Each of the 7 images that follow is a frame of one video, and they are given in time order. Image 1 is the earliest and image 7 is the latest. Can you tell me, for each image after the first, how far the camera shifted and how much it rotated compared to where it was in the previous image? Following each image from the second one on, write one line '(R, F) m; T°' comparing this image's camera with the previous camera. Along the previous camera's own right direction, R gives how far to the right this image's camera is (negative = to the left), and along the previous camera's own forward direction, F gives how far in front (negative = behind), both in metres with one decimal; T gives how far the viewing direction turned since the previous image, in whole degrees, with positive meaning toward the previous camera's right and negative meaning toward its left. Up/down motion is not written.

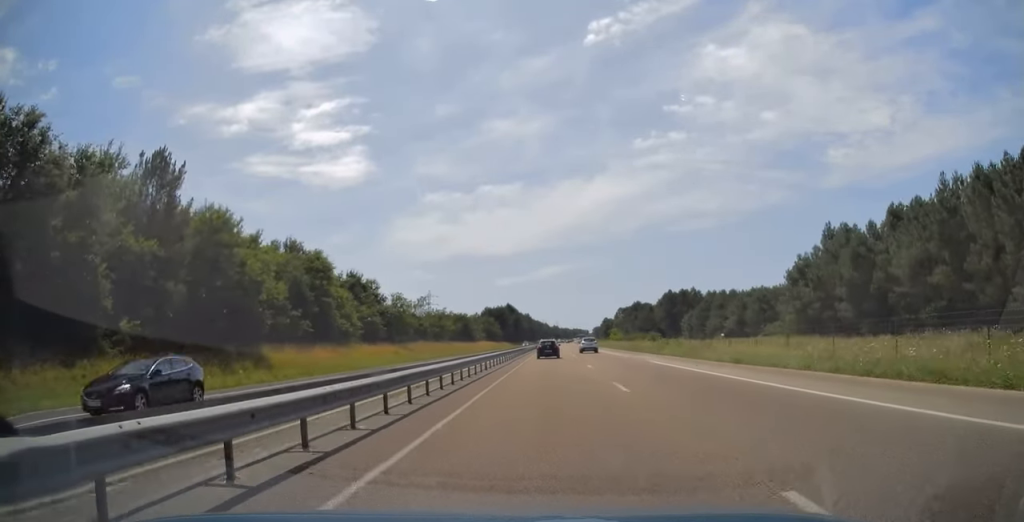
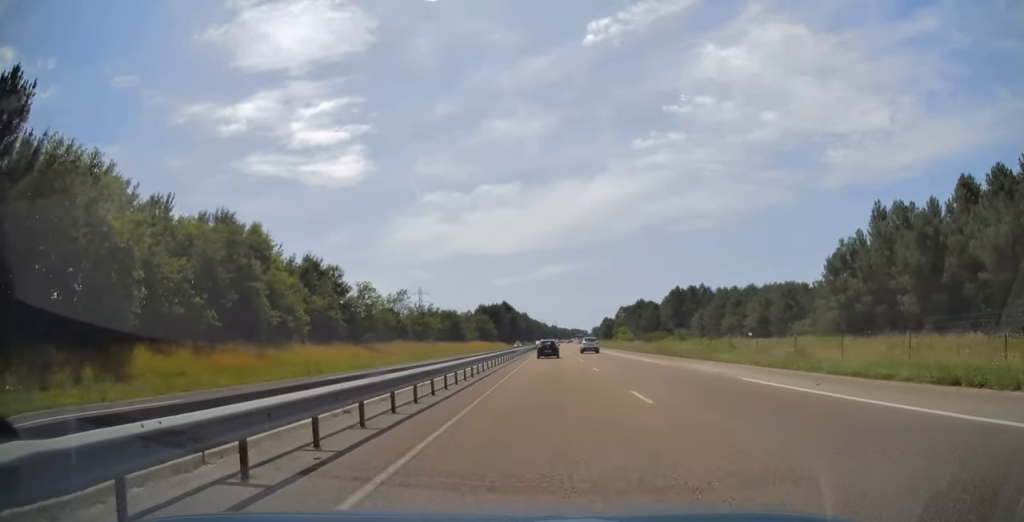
(-0.1, +15.8) m; 0°
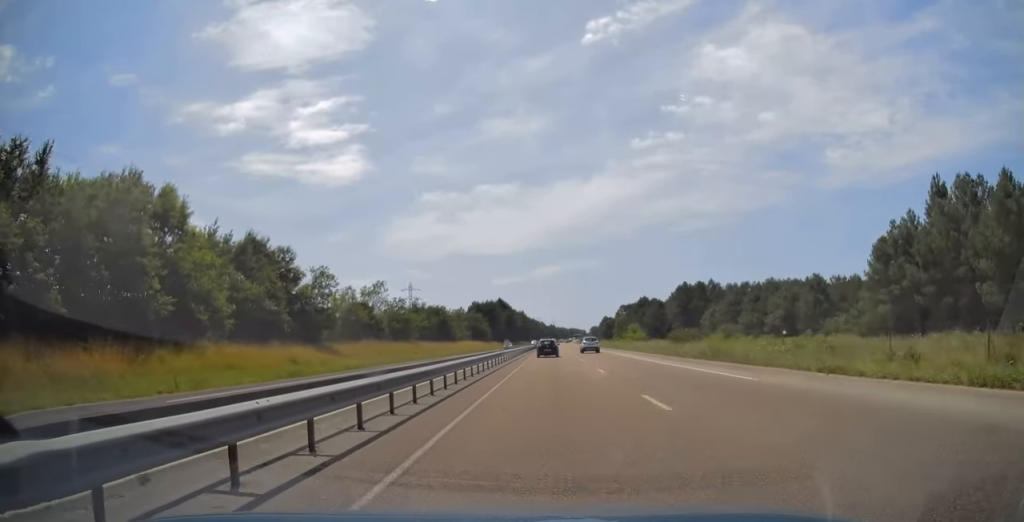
(-0.2, +14.2) m; 0°
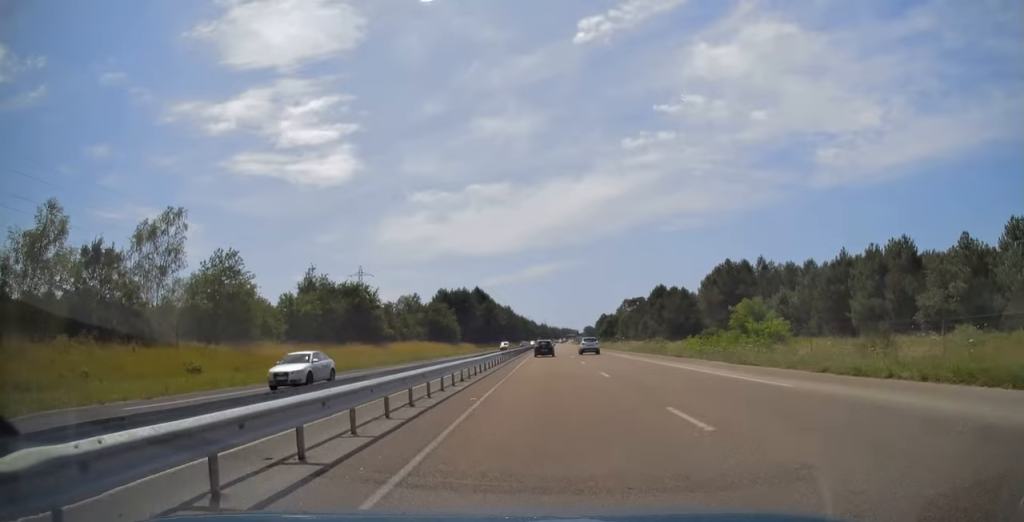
(+1.0, +54.2) m; +2°
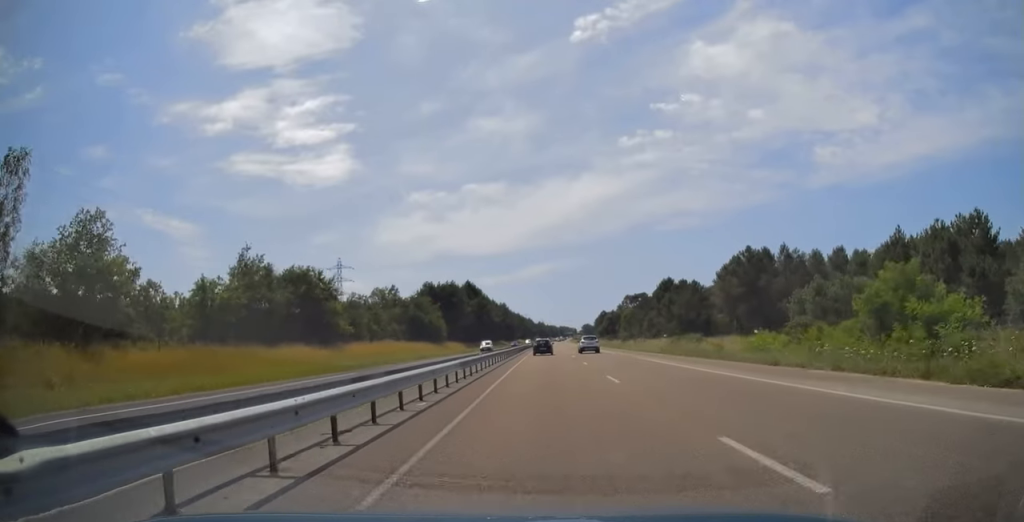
(+0.2, +16.5) m; 0°
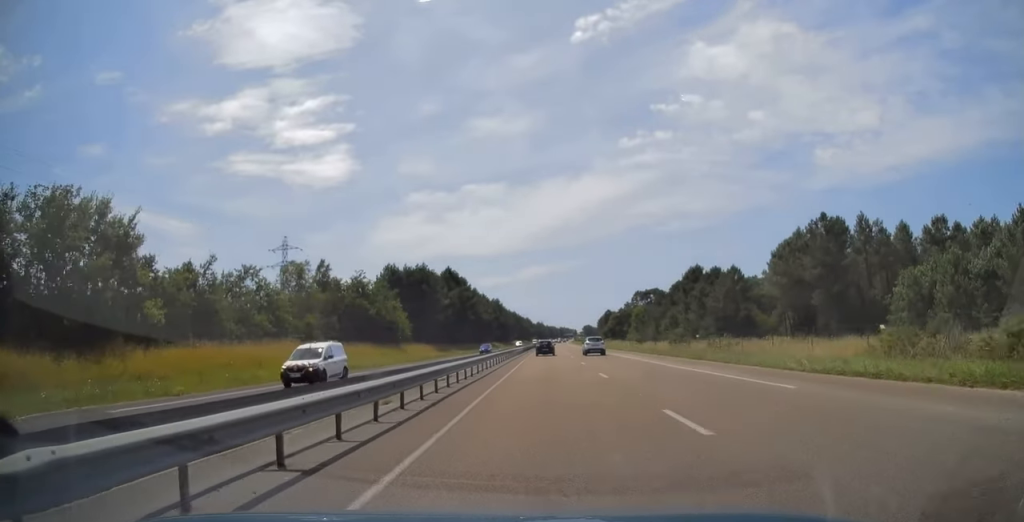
(-0.3, +35.4) m; -1°
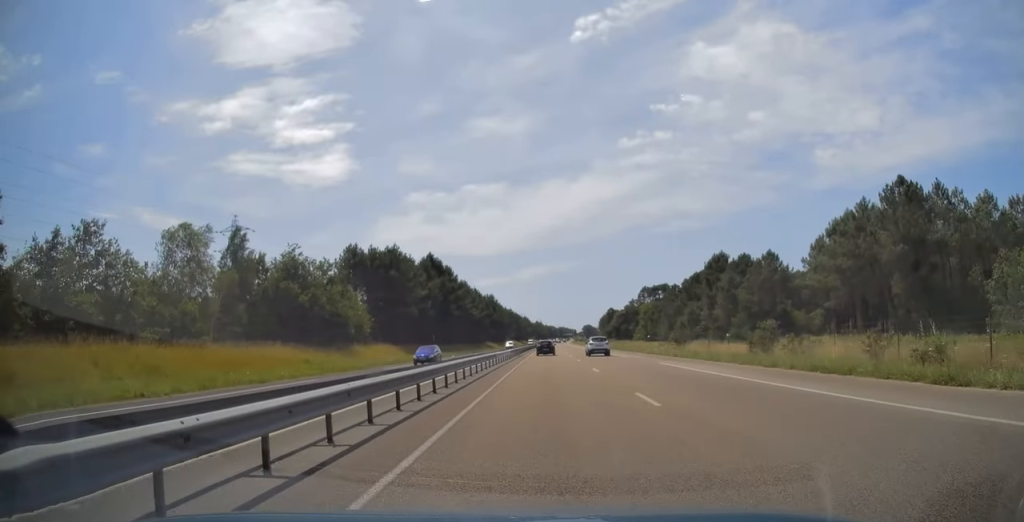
(0.0, +22.2) m; +1°
